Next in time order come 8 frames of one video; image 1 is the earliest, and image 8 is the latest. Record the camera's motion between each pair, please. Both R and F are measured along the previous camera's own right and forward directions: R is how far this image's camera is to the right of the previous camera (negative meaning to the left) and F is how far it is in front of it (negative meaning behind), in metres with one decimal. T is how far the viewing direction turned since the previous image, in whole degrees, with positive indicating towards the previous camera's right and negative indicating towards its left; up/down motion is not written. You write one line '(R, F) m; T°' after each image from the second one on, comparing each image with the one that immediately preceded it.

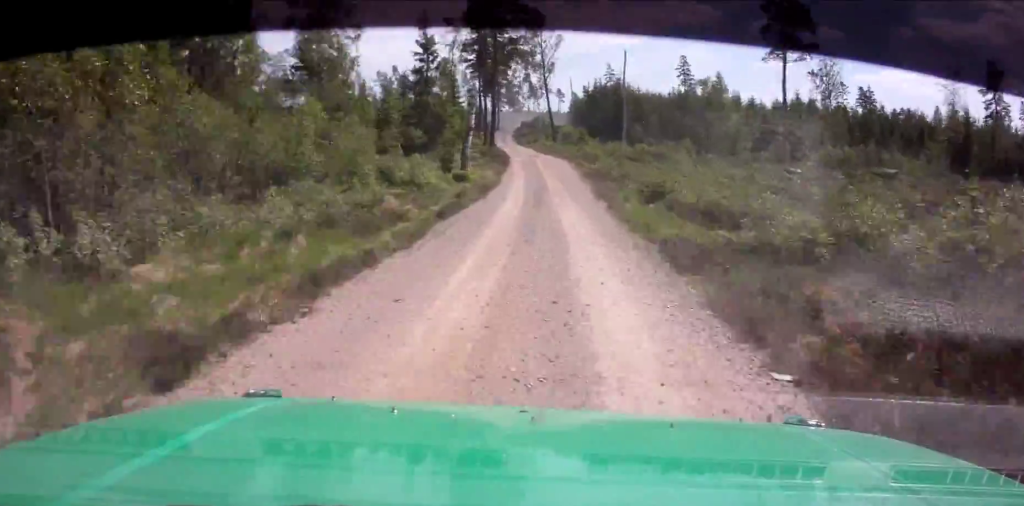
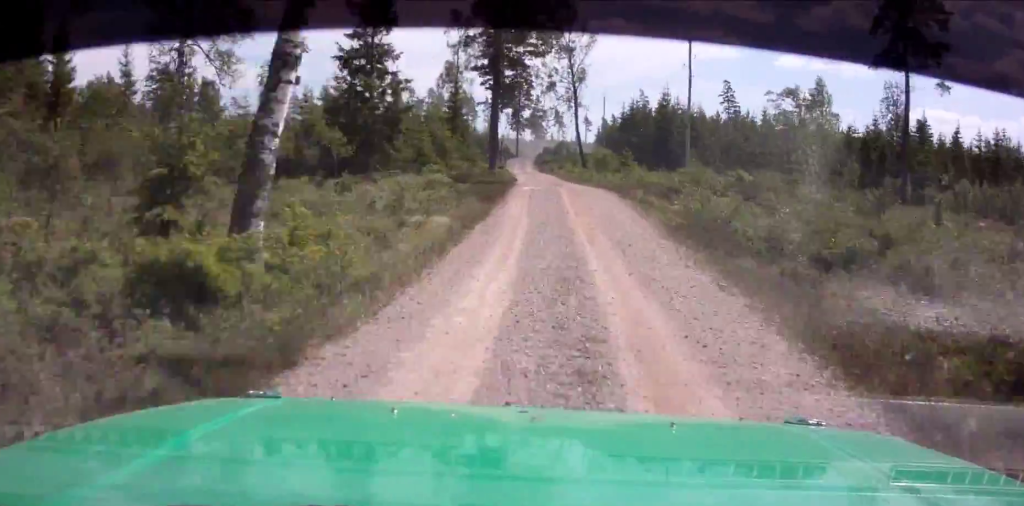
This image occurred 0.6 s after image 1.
(+1.2, +22.9) m; +1°
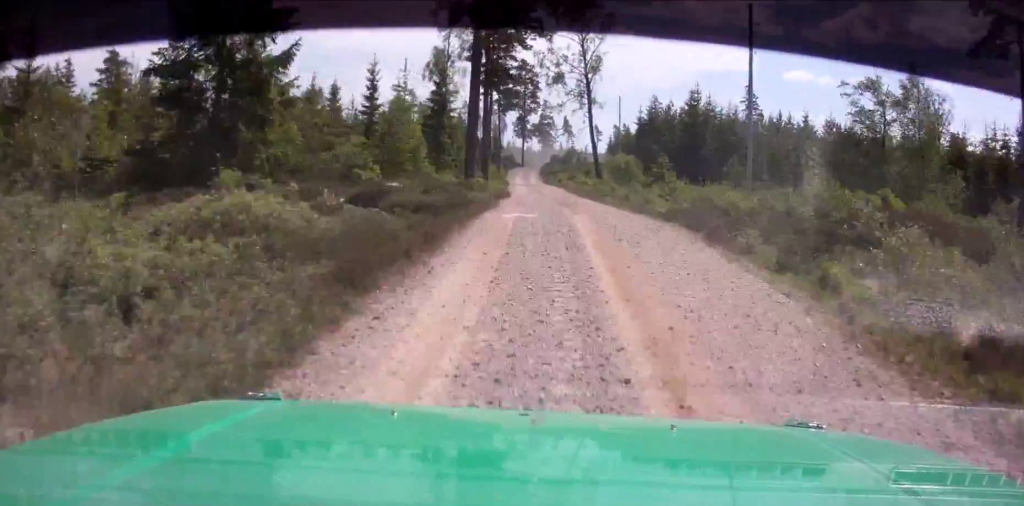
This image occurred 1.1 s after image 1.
(+0.3, +15.7) m; +1°
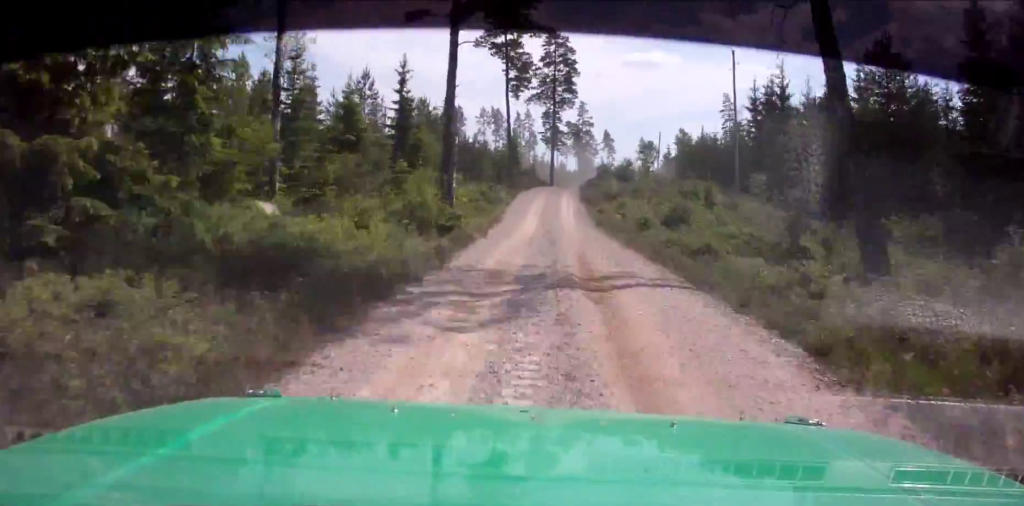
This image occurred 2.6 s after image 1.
(-0.4, +54.2) m; 0°
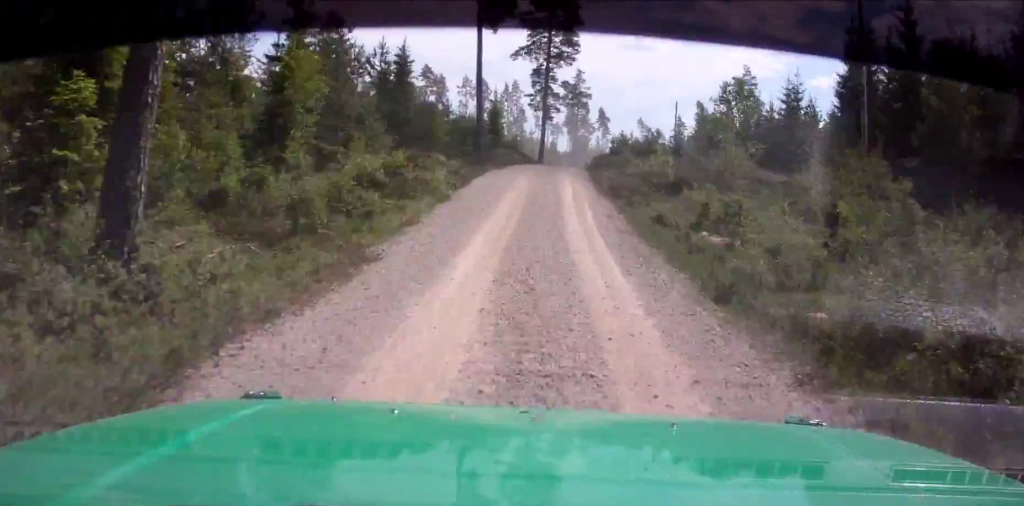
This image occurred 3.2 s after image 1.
(+0.1, +23.9) m; +1°
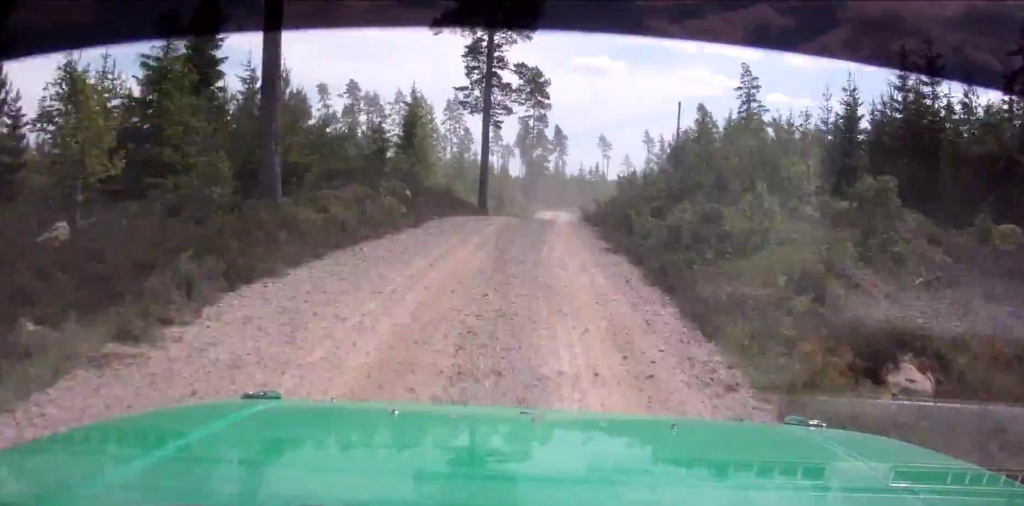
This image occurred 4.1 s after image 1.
(+0.4, +31.5) m; +1°
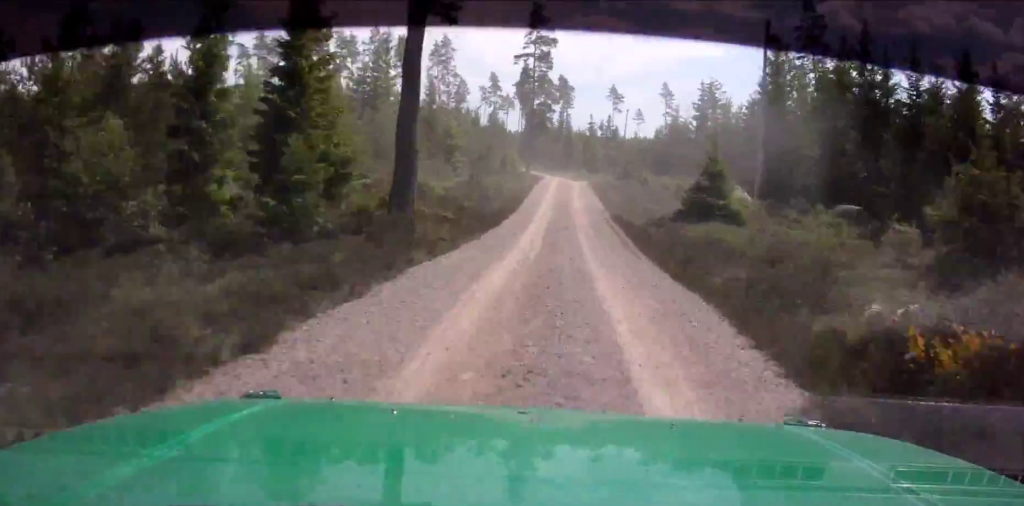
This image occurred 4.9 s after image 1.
(+0.3, +27.5) m; +1°
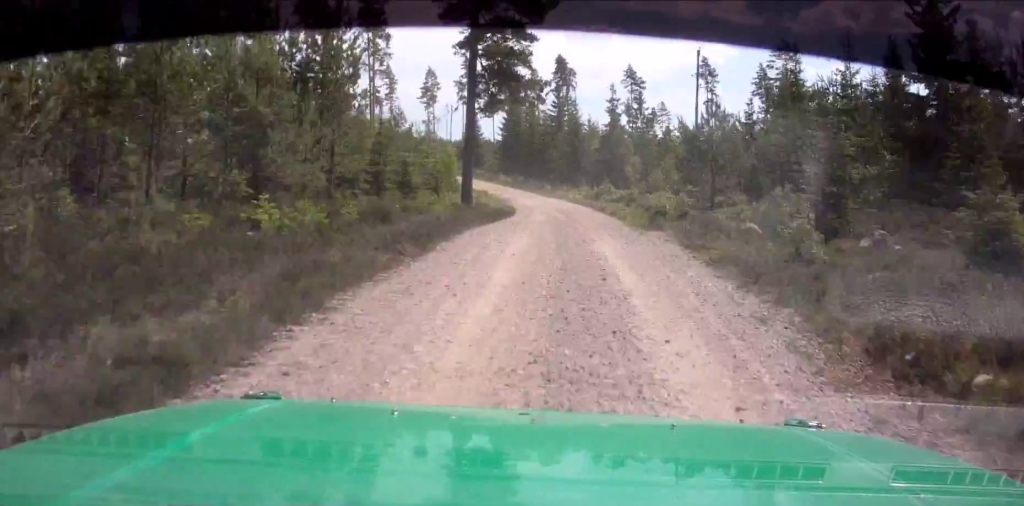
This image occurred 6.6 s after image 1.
(-0.6, +55.4) m; -4°
